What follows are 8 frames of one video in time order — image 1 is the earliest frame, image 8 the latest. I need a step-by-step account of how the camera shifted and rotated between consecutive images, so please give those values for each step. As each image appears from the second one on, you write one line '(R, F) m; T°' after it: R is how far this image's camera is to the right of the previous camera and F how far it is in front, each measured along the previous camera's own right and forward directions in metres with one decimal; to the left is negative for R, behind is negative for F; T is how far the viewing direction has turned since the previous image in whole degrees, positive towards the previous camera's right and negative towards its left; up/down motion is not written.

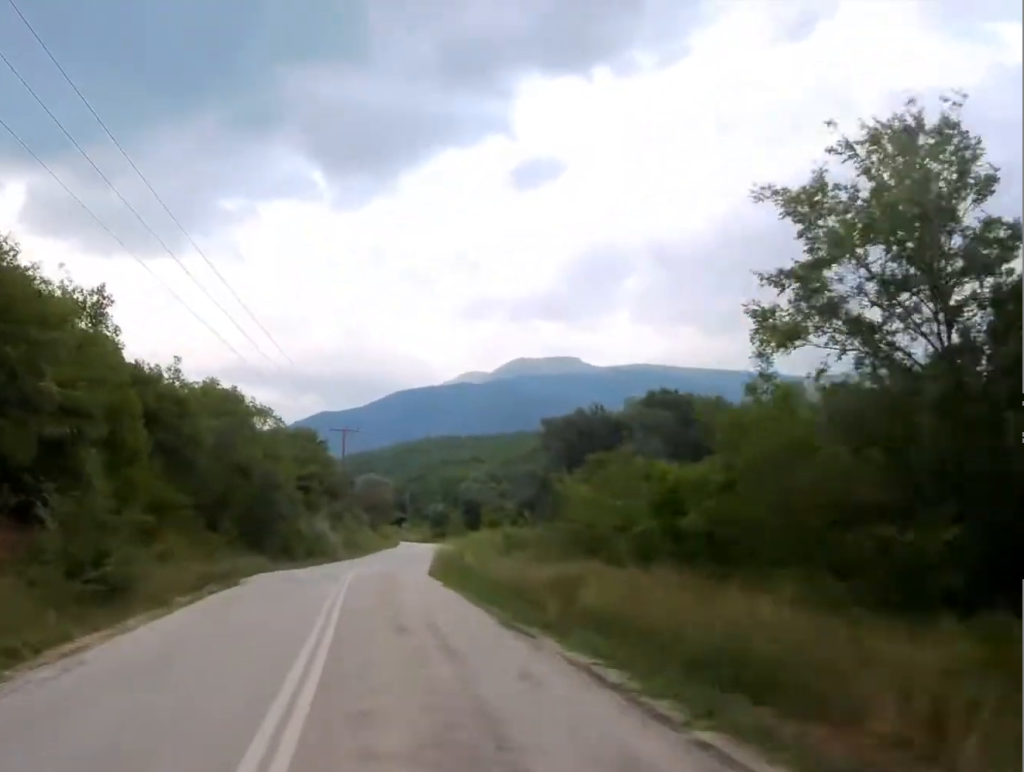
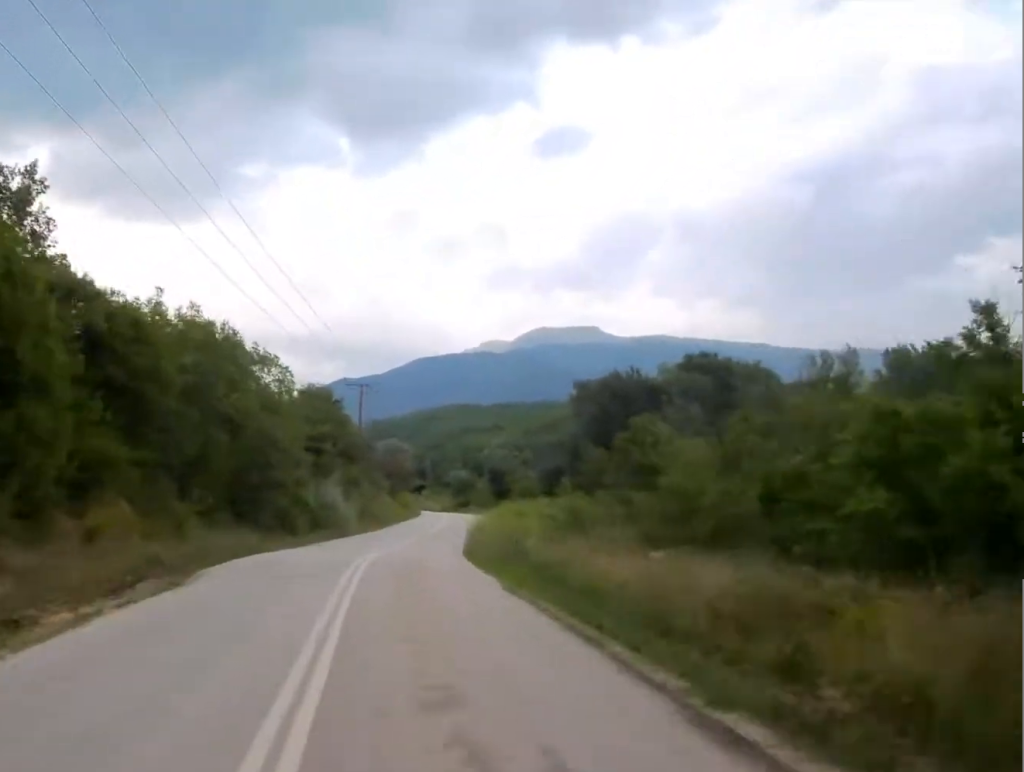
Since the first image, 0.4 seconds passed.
(-0.1, +8.6) m; -1°
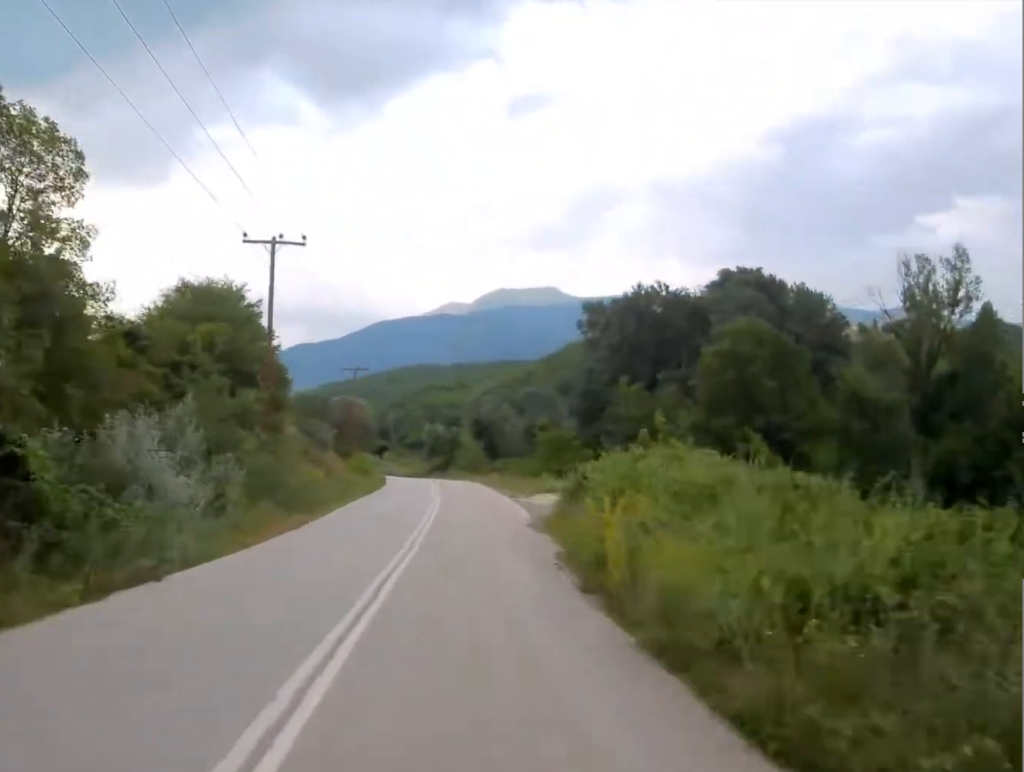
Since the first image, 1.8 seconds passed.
(+0.1, +31.8) m; +1°
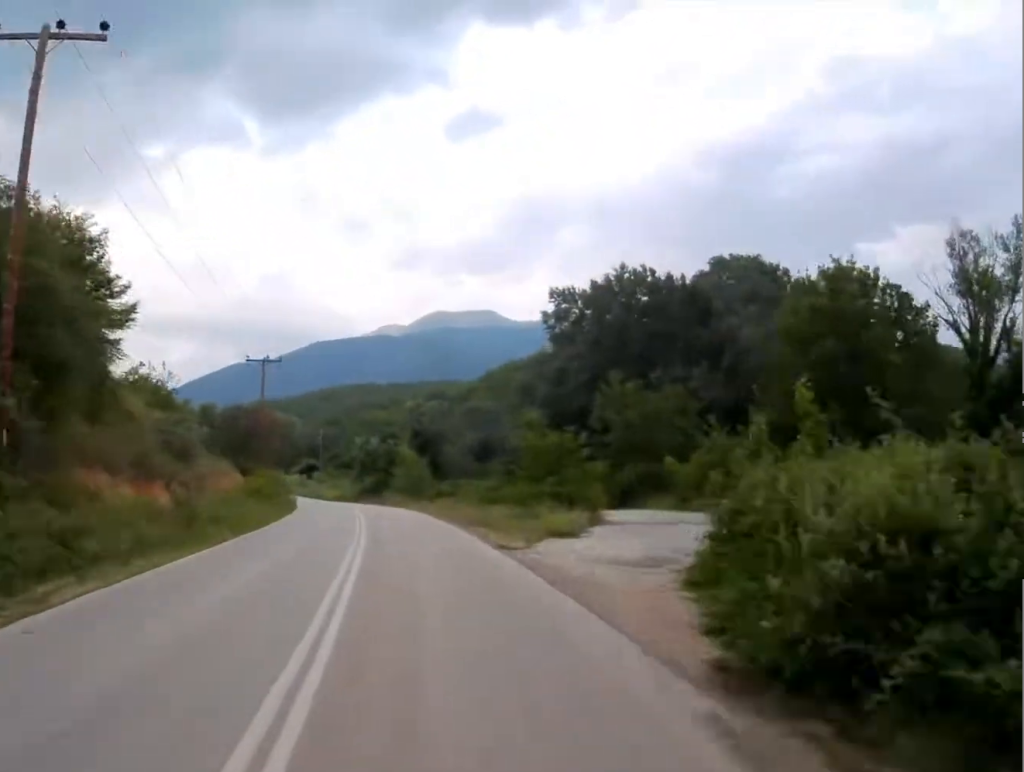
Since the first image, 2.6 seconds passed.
(+0.2, +18.6) m; +1°
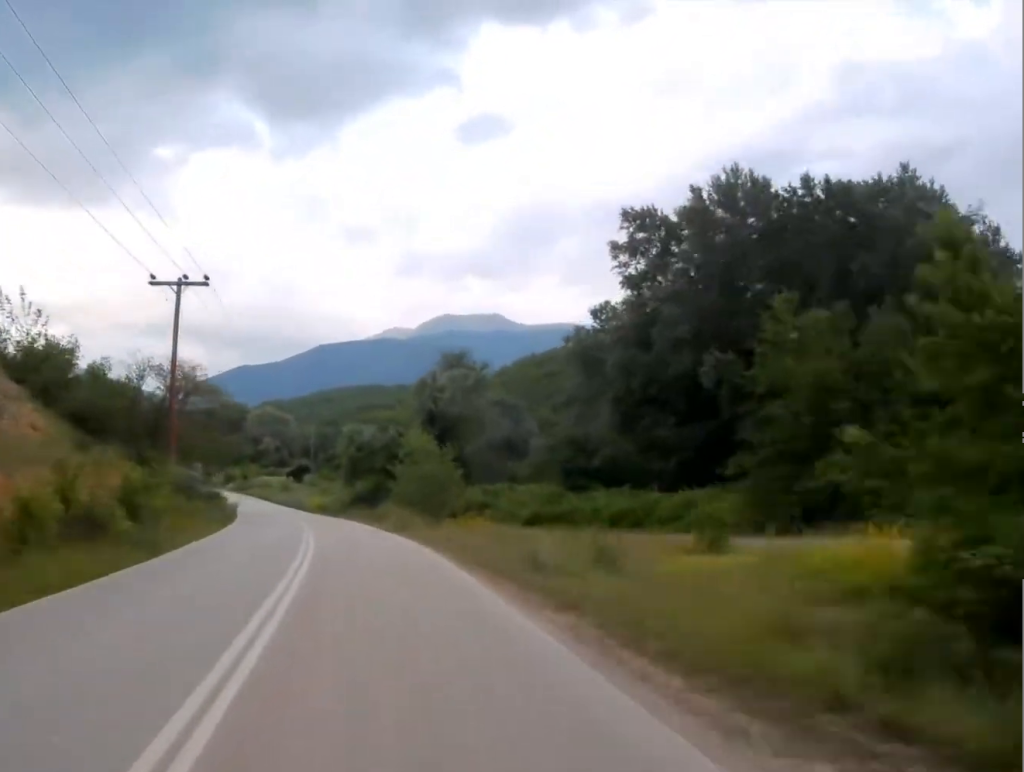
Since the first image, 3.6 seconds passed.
(+0.1, +25.9) m; -1°
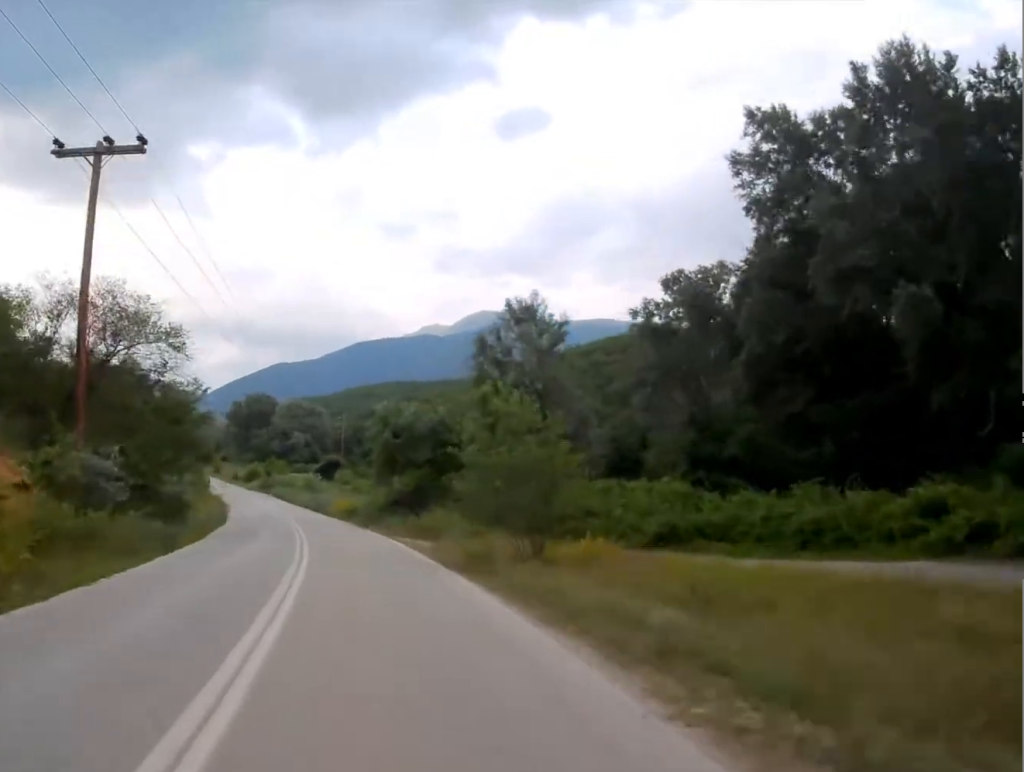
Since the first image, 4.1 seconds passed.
(0.0, +15.3) m; -1°
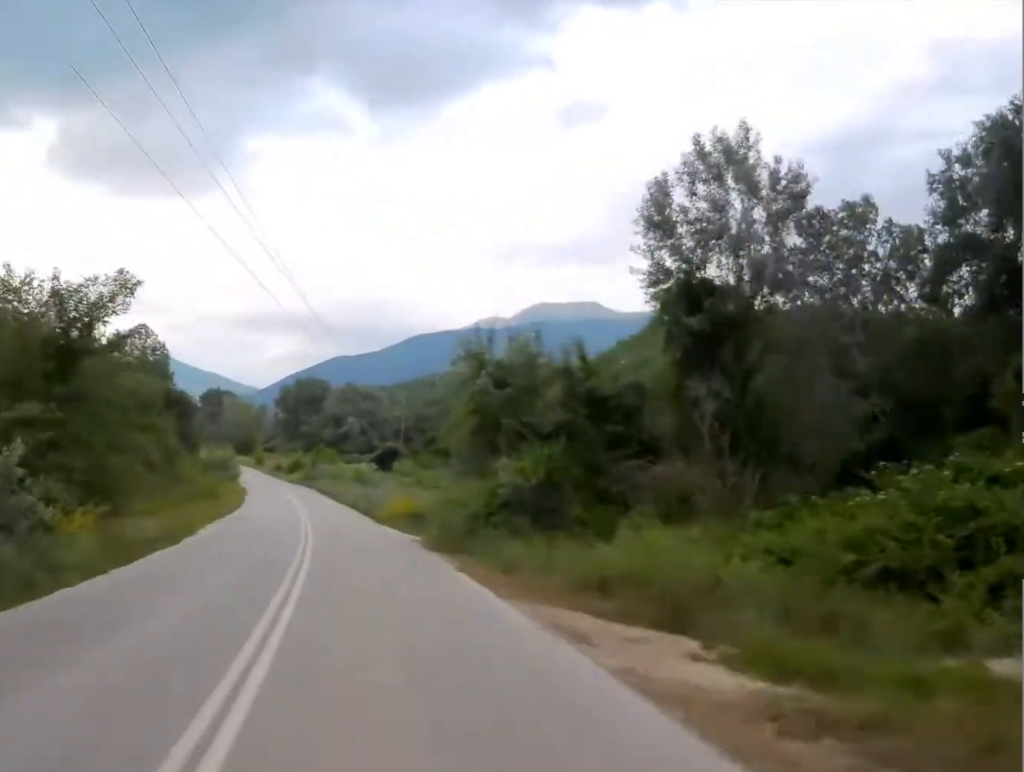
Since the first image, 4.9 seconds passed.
(-0.6, +20.7) m; -3°
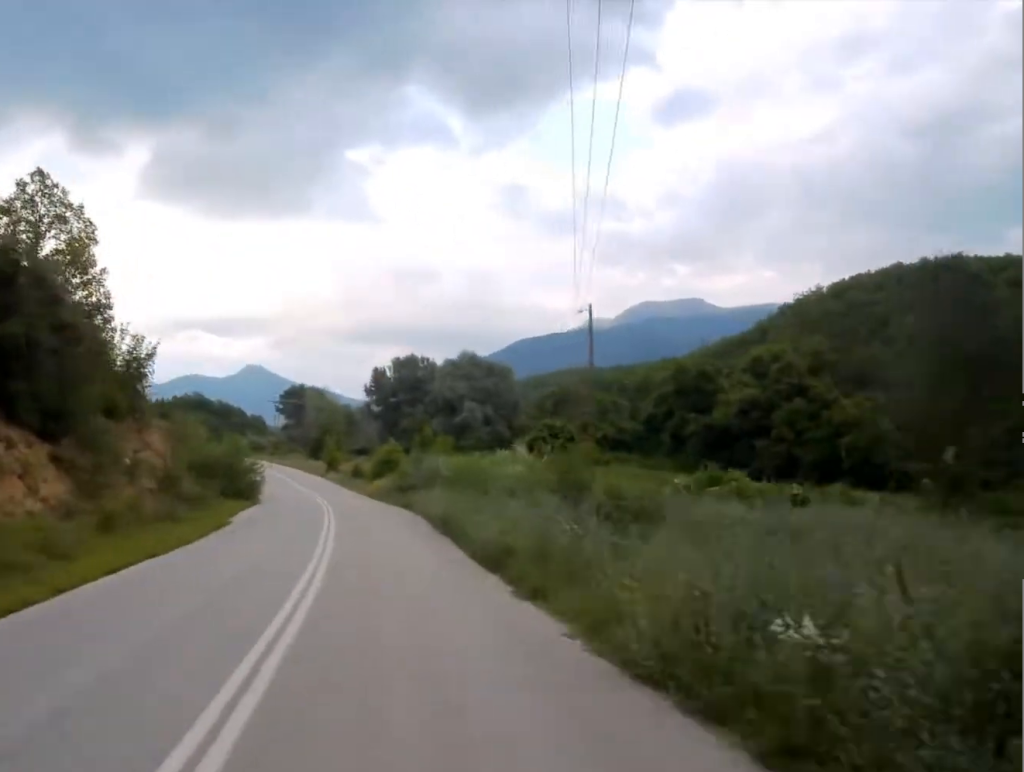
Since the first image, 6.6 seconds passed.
(-3.6, +50.8) m; -7°
